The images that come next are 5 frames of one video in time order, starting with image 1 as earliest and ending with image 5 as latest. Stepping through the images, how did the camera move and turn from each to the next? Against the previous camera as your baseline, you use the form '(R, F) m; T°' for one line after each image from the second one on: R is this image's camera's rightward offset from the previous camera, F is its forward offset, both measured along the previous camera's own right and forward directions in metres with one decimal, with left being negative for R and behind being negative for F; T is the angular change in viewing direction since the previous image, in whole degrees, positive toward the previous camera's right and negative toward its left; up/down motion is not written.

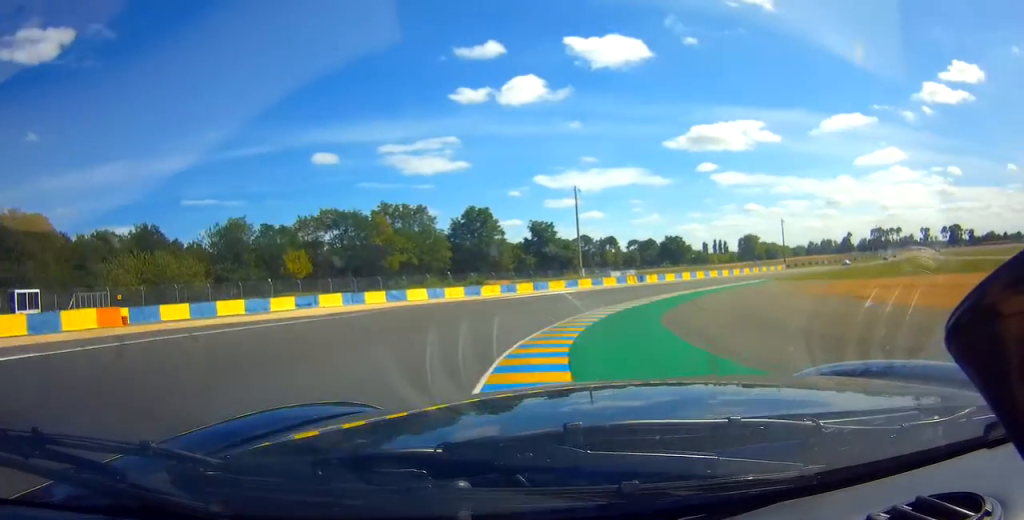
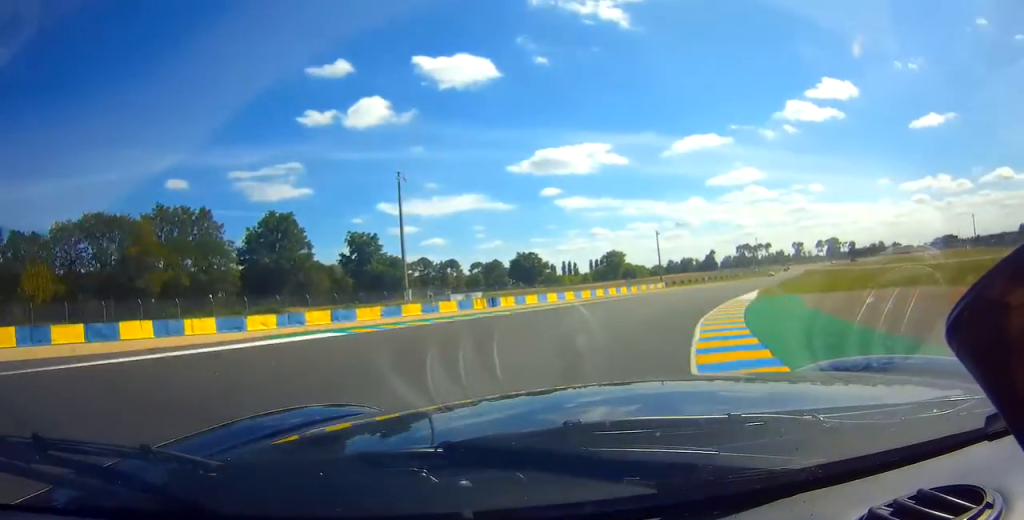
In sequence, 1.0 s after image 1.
(+3.1, +29.4) m; +13°
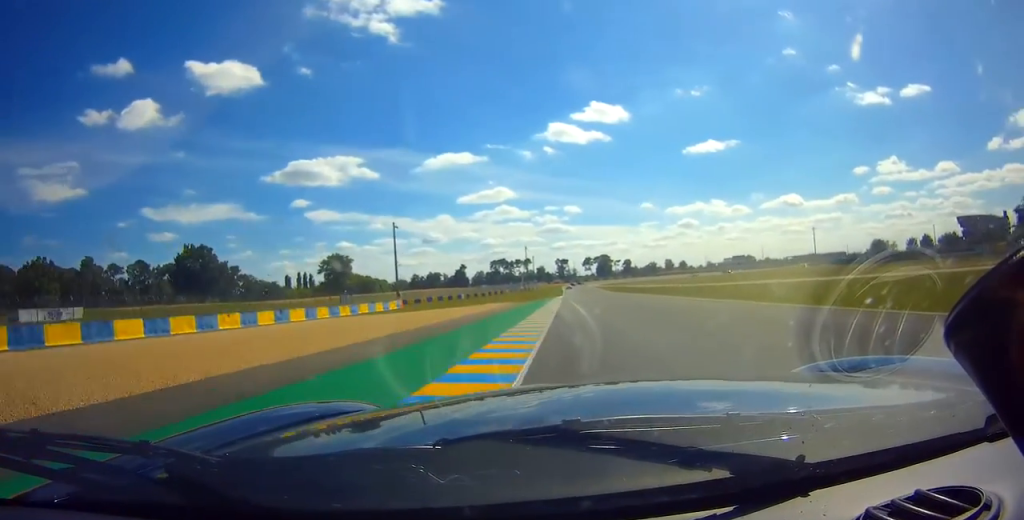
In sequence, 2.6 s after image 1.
(+10.1, +56.4) m; +15°
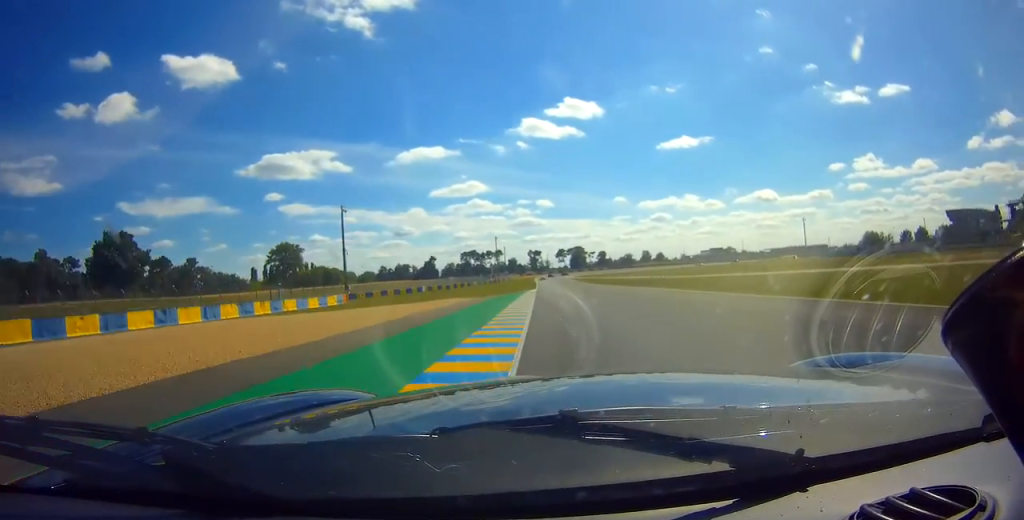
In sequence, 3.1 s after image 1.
(+0.3, +16.3) m; +1°
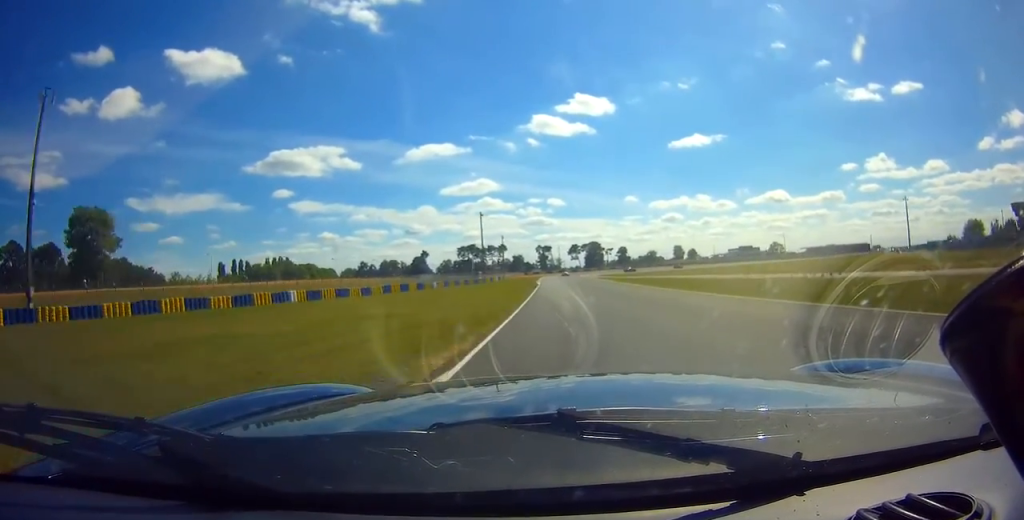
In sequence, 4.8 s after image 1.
(+0.4, +69.6) m; 0°
